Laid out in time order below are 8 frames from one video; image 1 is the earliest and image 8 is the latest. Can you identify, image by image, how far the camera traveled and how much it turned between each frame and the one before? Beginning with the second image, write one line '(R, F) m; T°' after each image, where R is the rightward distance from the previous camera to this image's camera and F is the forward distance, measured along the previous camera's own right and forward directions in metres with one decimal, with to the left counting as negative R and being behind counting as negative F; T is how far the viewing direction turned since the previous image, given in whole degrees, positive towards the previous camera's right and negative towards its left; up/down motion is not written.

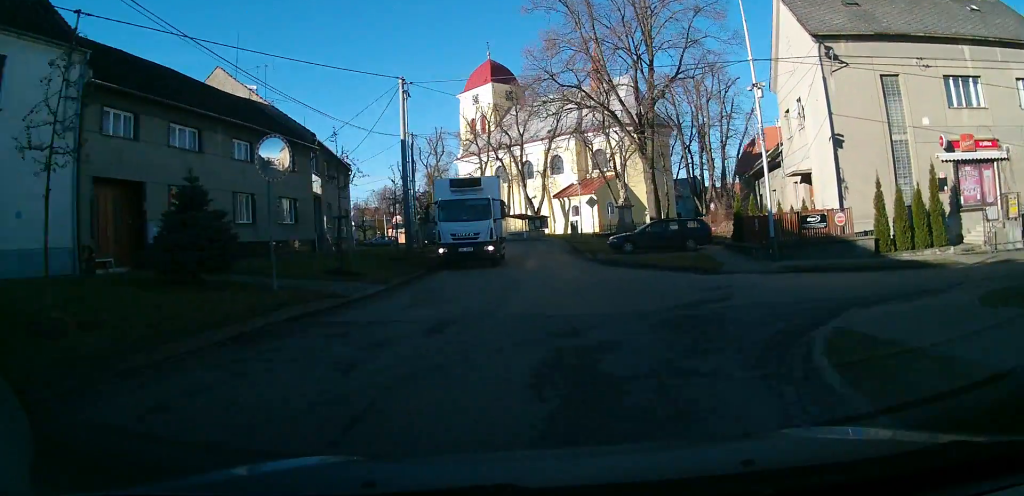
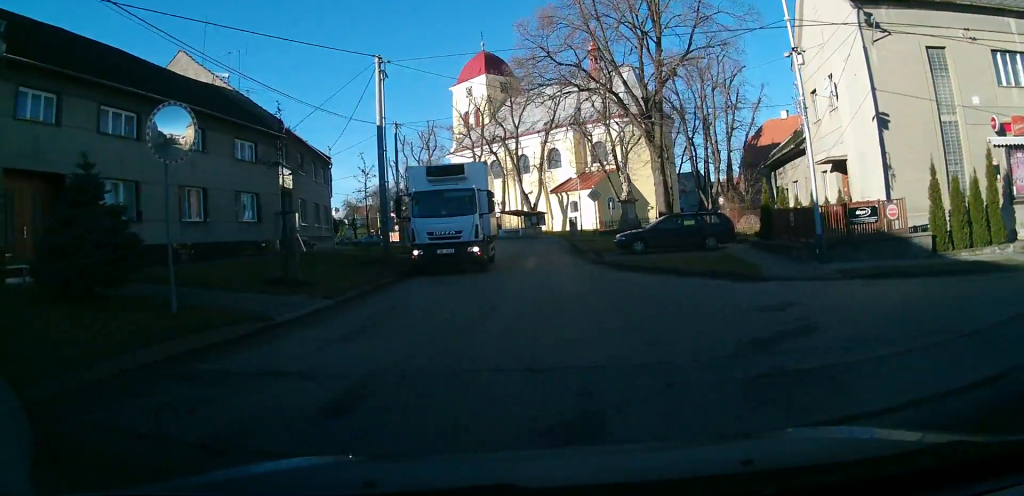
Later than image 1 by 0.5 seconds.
(0.0, +4.0) m; -1°
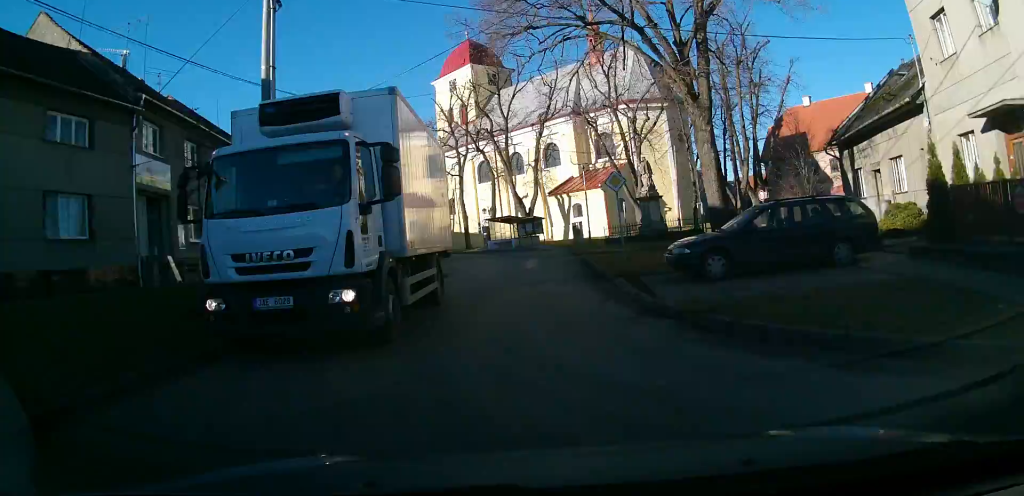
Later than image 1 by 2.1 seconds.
(-0.2, +10.9) m; 0°
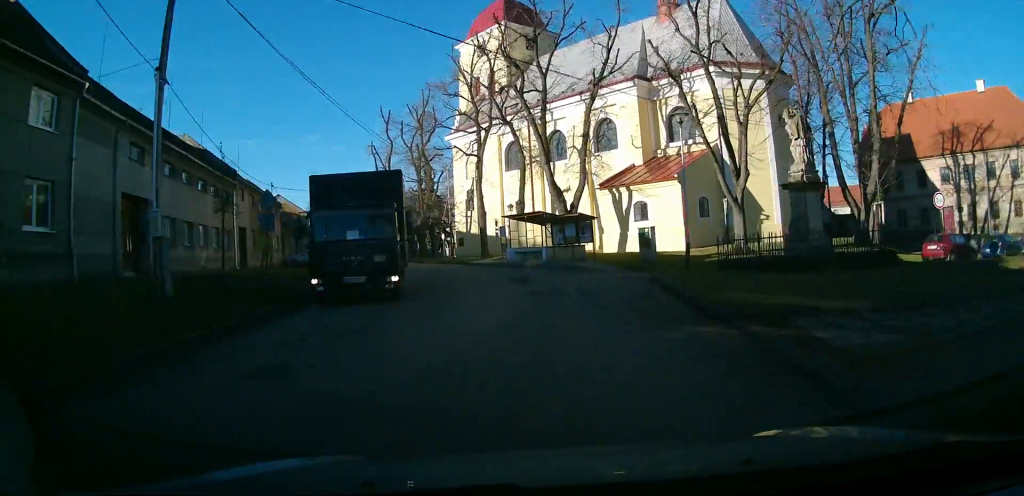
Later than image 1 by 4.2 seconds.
(+0.1, +17.0) m; -5°
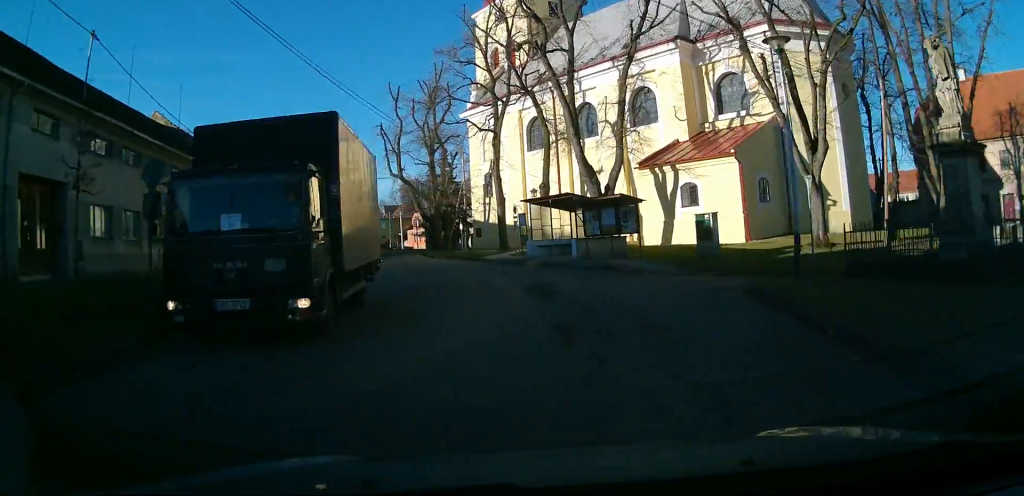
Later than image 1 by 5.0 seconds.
(-0.5, +6.8) m; -4°
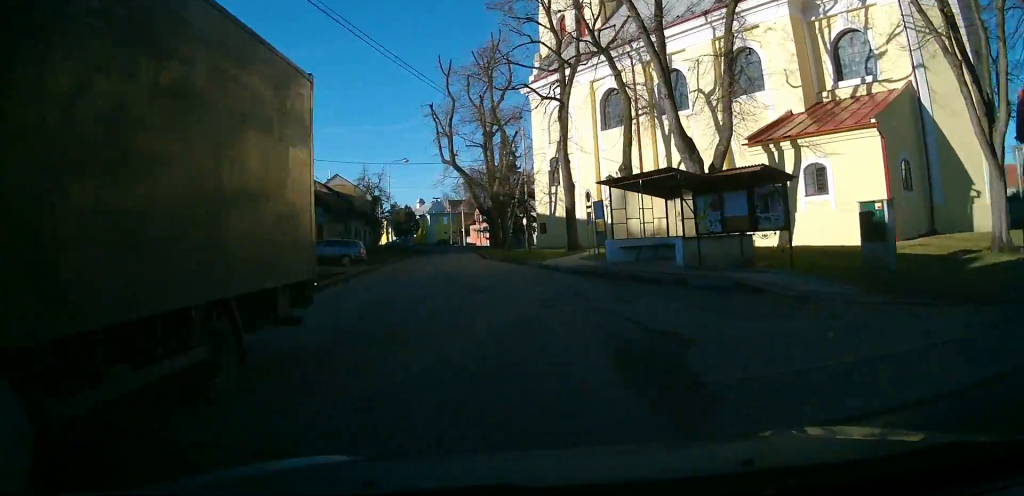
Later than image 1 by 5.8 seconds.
(-0.3, +8.4) m; -4°
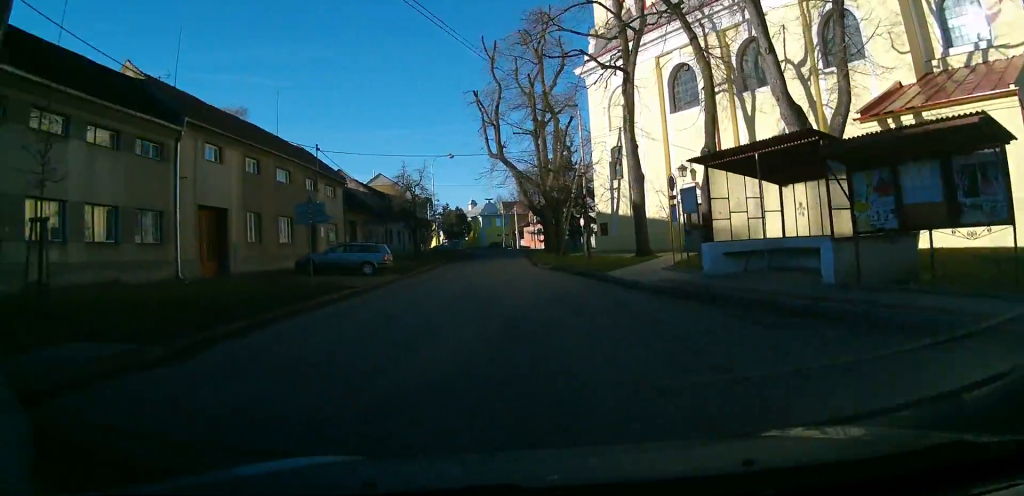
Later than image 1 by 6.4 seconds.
(+0.1, +5.8) m; -3°
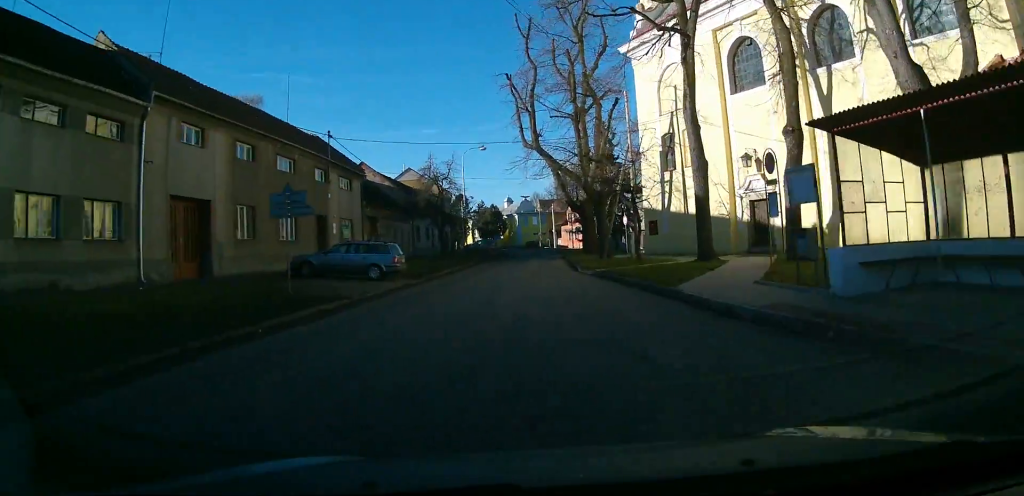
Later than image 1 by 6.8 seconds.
(-0.3, +4.8) m; -2°
